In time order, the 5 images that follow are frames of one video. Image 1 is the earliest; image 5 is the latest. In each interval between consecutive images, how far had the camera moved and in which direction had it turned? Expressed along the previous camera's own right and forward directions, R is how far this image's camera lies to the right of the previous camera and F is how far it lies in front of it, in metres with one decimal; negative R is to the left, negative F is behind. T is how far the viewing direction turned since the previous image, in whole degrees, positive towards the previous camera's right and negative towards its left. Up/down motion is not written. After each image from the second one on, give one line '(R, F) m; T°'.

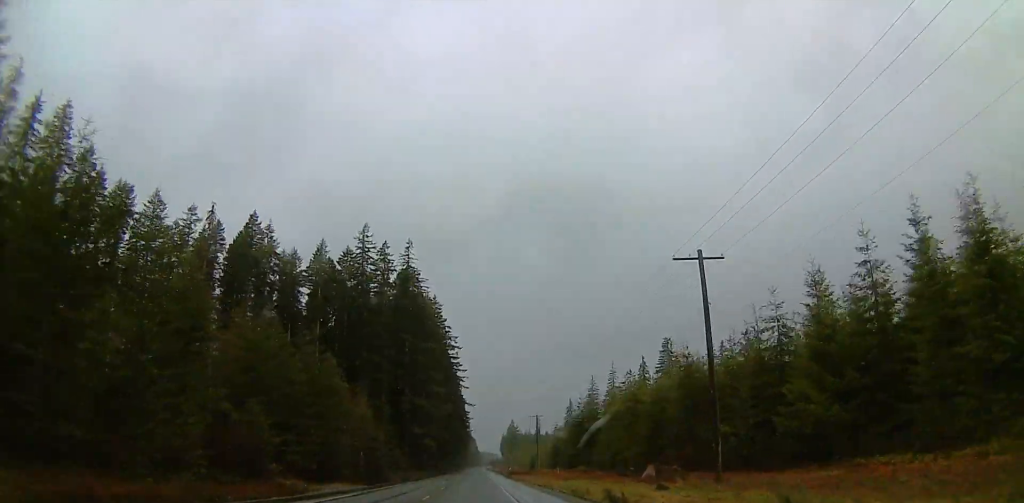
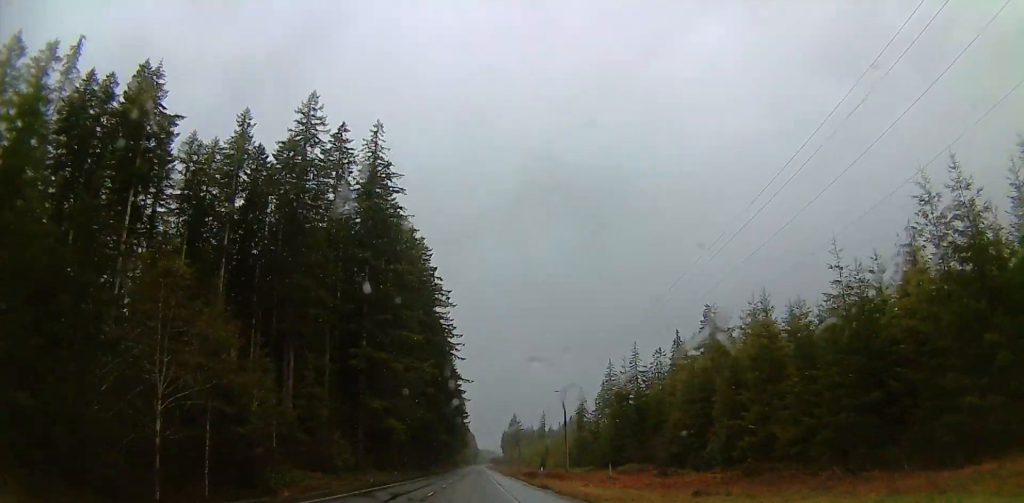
(-1.0, +46.1) m; -3°
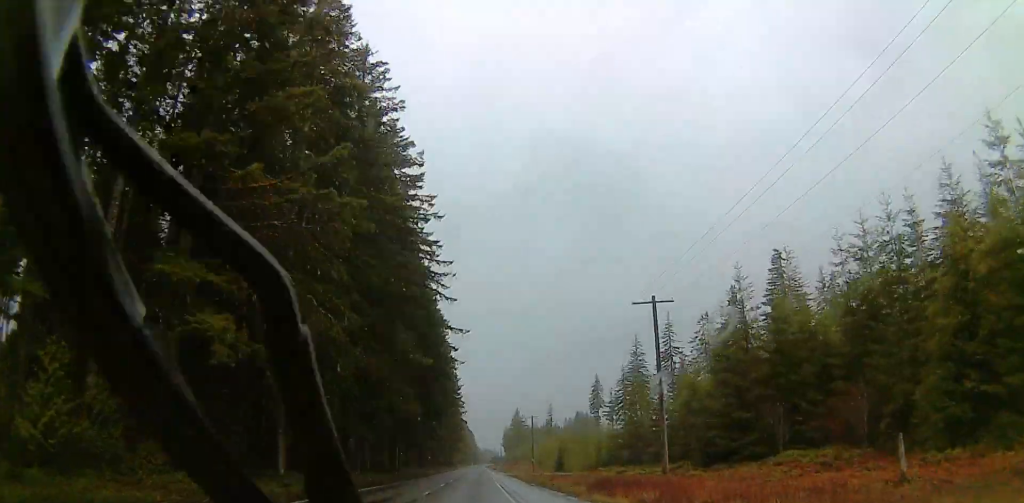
(+1.6, +42.9) m; +3°
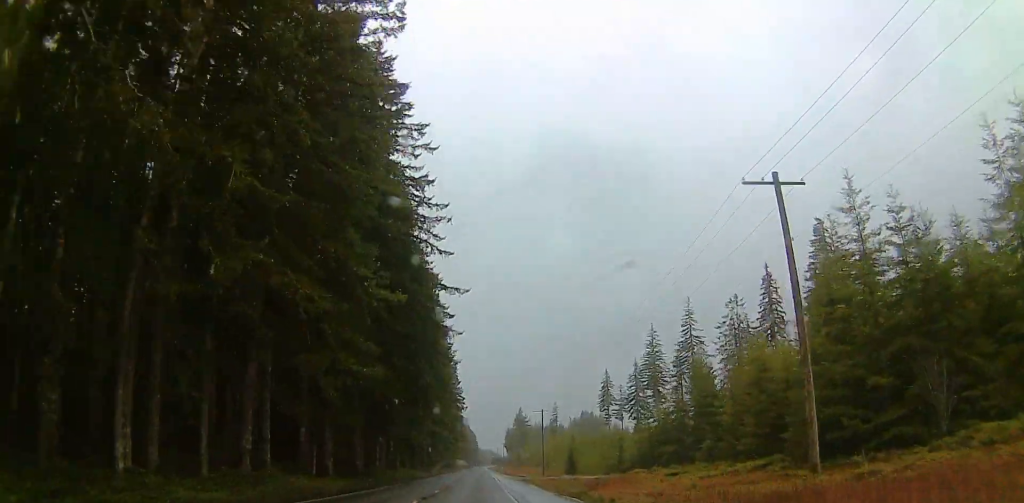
(-0.4, +18.6) m; -2°
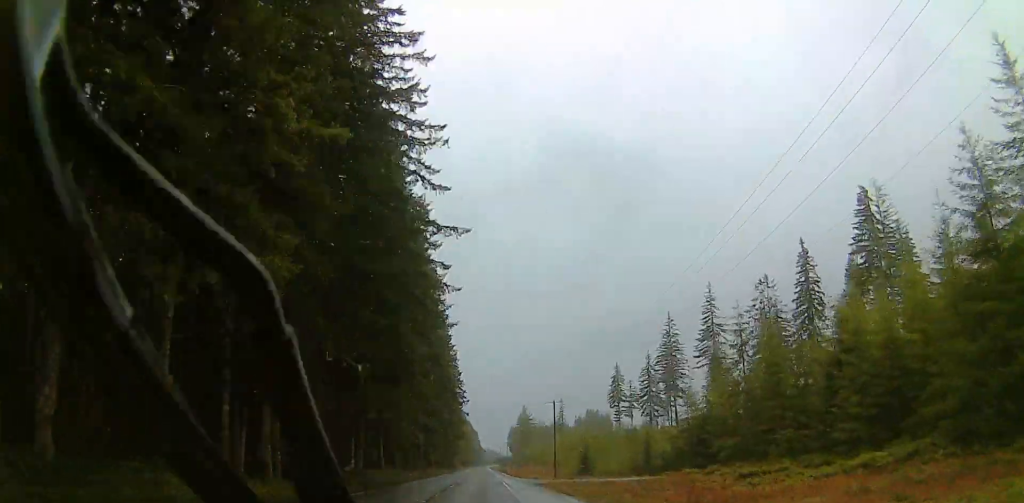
(-0.3, +17.4) m; -1°
